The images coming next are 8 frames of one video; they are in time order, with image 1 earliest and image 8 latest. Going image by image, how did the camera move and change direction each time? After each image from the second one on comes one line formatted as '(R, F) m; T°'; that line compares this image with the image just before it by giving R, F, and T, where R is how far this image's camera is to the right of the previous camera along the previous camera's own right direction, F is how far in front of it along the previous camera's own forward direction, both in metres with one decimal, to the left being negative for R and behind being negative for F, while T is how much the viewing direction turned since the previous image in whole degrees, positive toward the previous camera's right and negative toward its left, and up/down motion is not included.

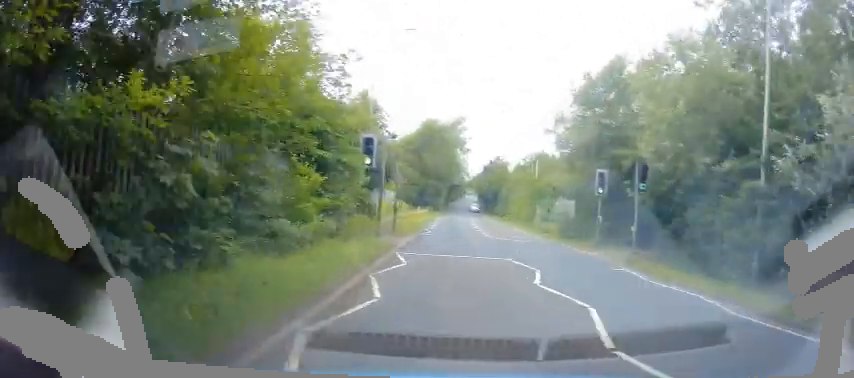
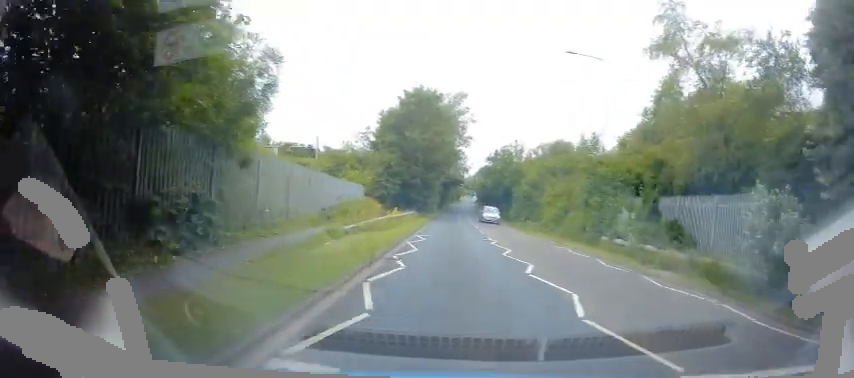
(-0.3, +18.7) m; +2°
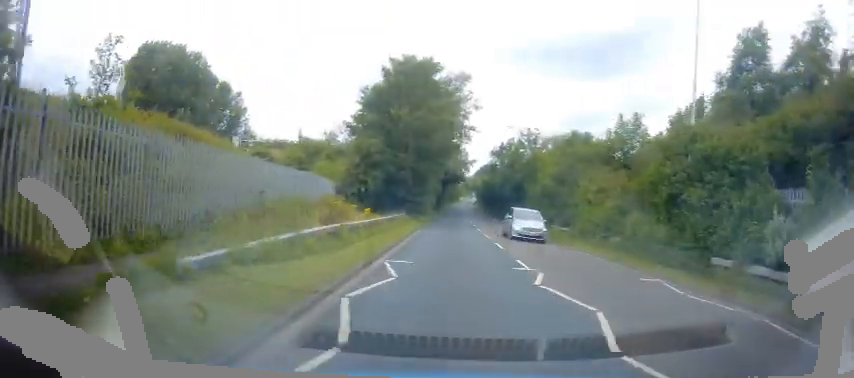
(+0.4, +10.0) m; 0°
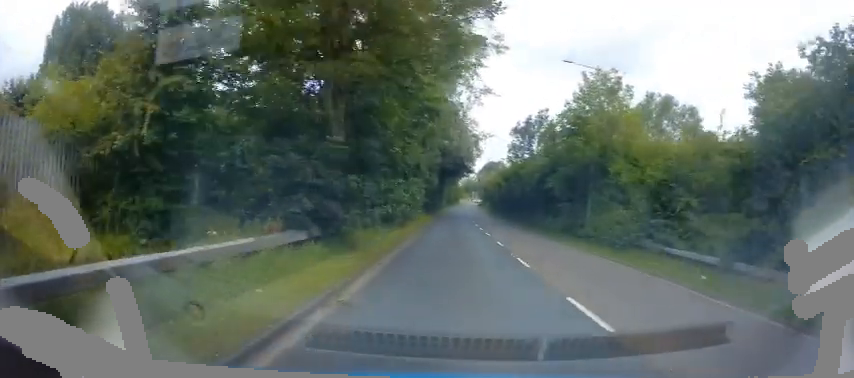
(-0.5, +23.5) m; -2°
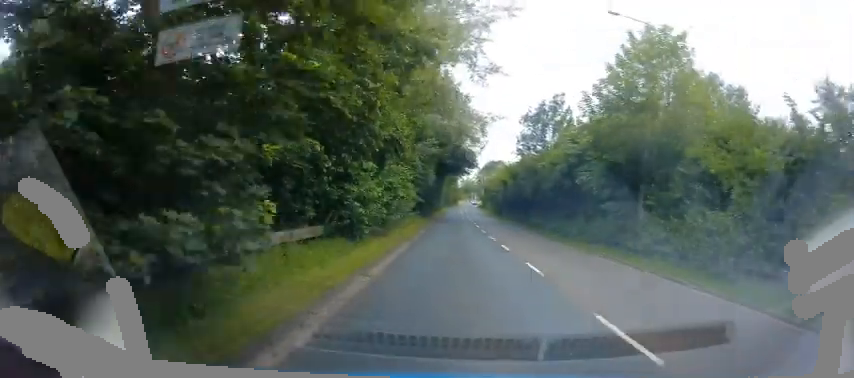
(+0.3, +7.4) m; +1°
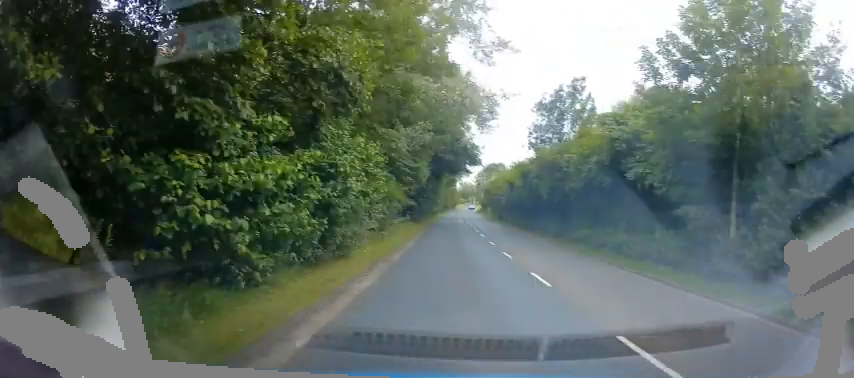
(+0.1, +6.8) m; +1°
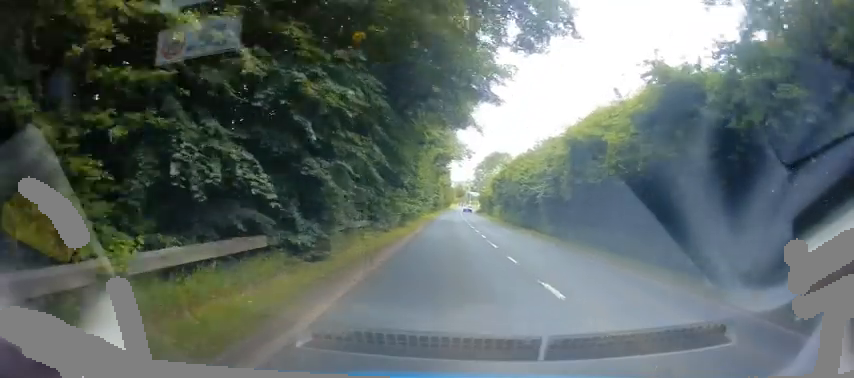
(0.0, +25.8) m; 0°
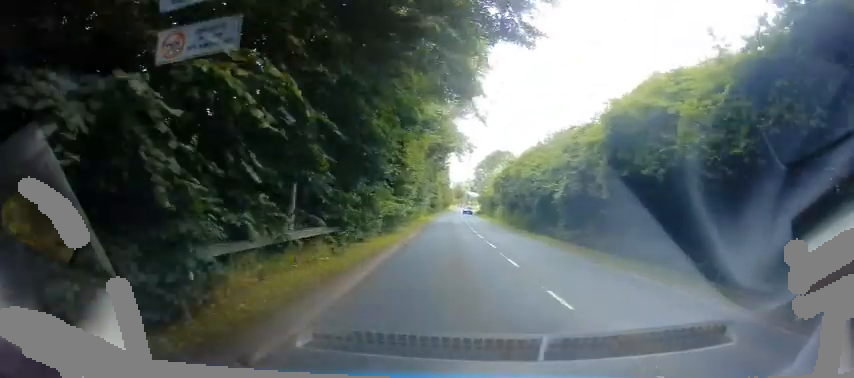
(0.0, +6.3) m; 0°
